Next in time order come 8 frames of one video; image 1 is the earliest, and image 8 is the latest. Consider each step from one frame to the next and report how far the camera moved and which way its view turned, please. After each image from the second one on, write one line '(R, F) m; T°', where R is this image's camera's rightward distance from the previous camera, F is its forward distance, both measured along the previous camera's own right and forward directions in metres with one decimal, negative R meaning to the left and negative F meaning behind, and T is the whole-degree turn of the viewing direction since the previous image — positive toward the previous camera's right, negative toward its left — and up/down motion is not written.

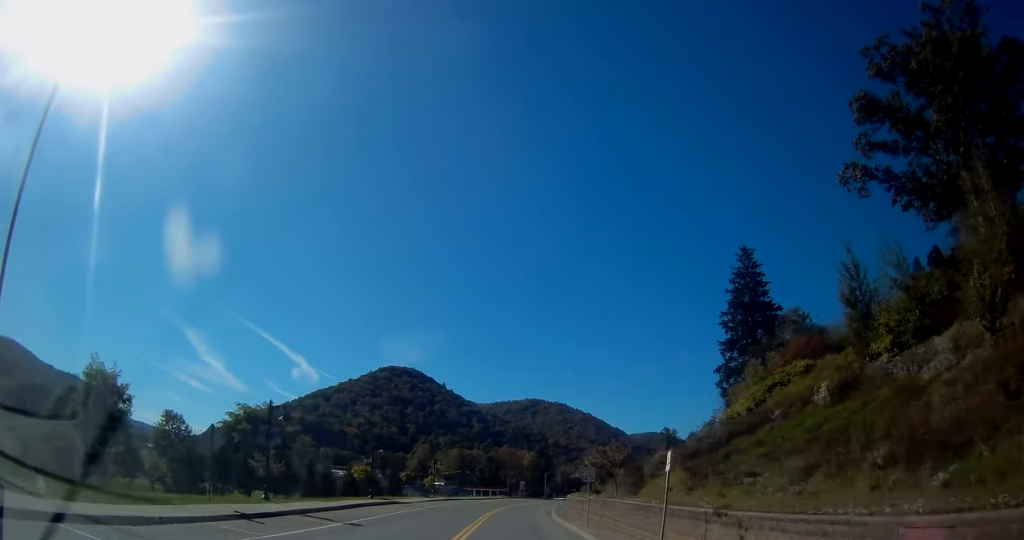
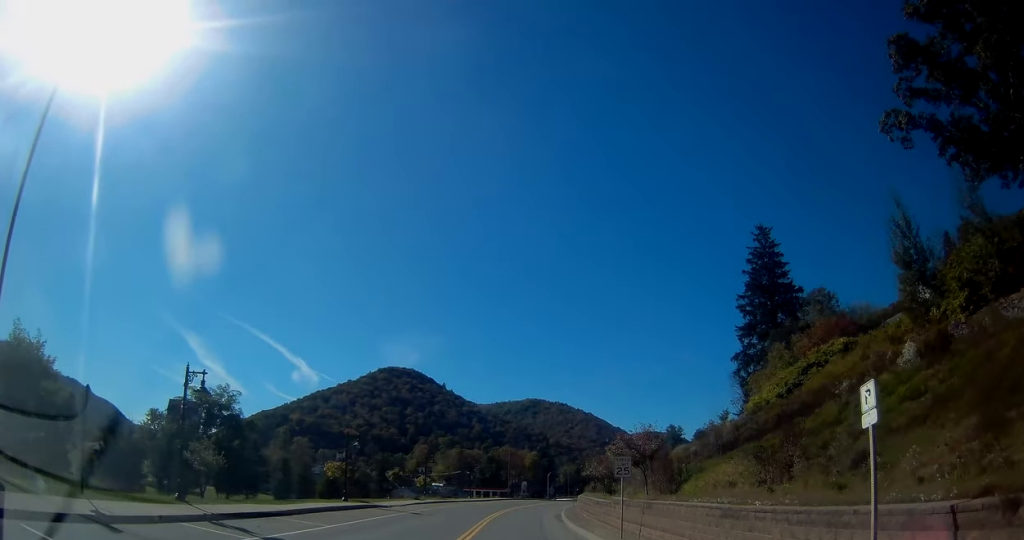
(-0.1, +8.3) m; -1°
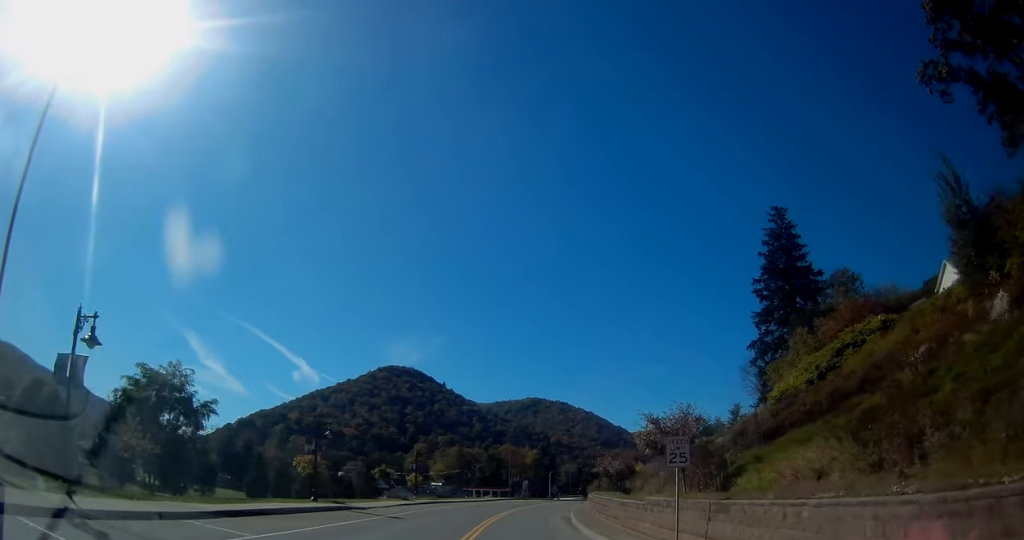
(-0.1, +7.0) m; -1°
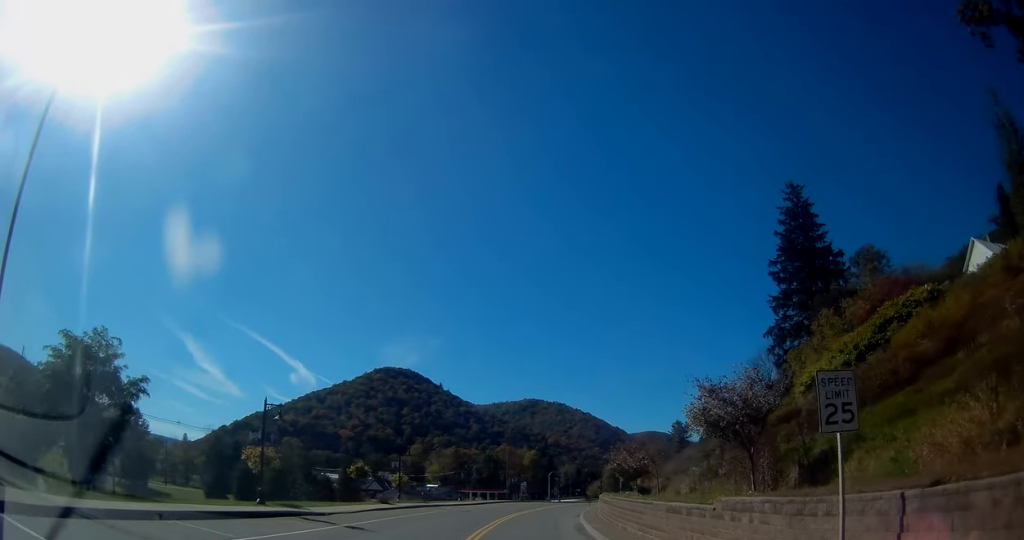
(0.0, +7.8) m; 0°
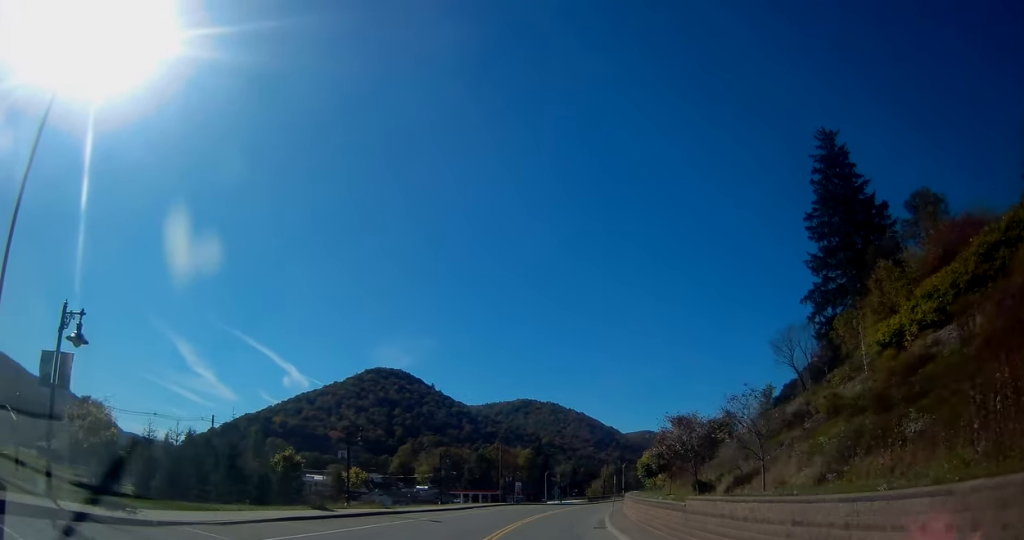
(0.0, +14.8) m; 0°
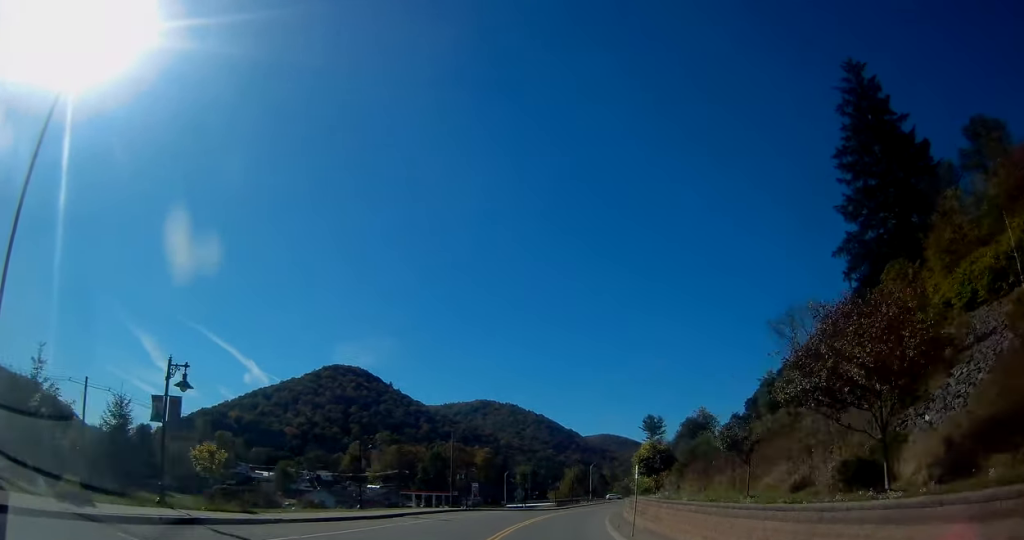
(+0.1, +17.0) m; +4°
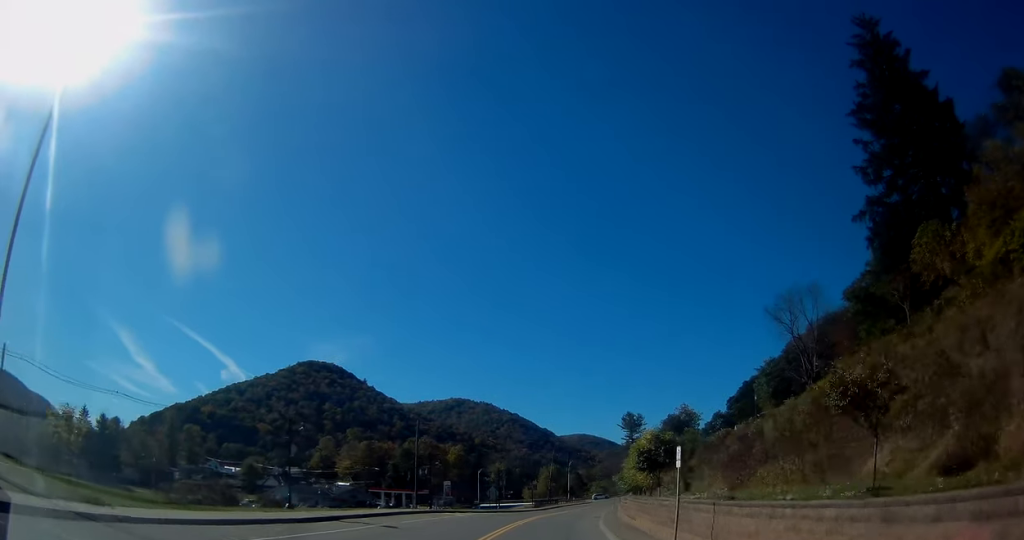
(+0.4, +8.6) m; +3°
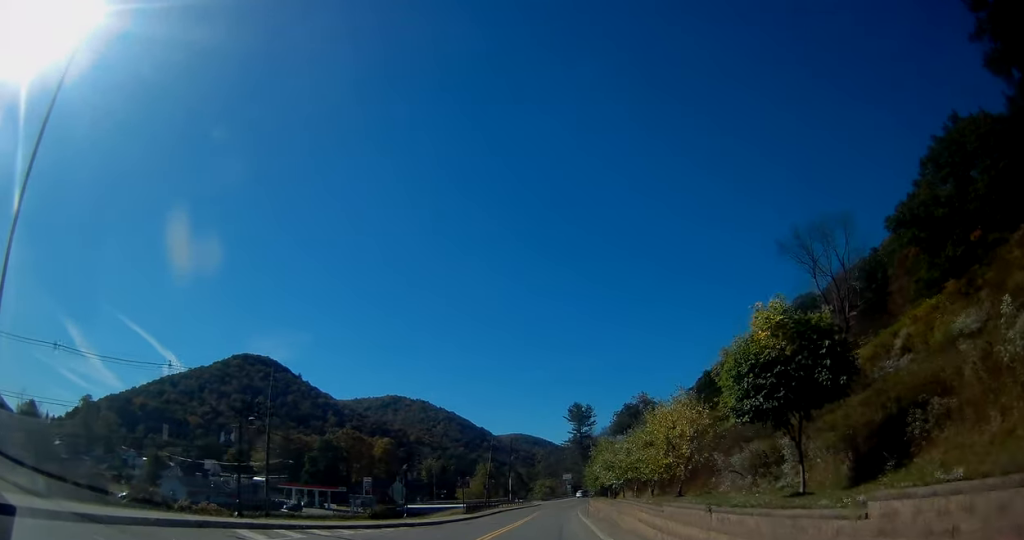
(+1.8, +27.2) m; +7°
